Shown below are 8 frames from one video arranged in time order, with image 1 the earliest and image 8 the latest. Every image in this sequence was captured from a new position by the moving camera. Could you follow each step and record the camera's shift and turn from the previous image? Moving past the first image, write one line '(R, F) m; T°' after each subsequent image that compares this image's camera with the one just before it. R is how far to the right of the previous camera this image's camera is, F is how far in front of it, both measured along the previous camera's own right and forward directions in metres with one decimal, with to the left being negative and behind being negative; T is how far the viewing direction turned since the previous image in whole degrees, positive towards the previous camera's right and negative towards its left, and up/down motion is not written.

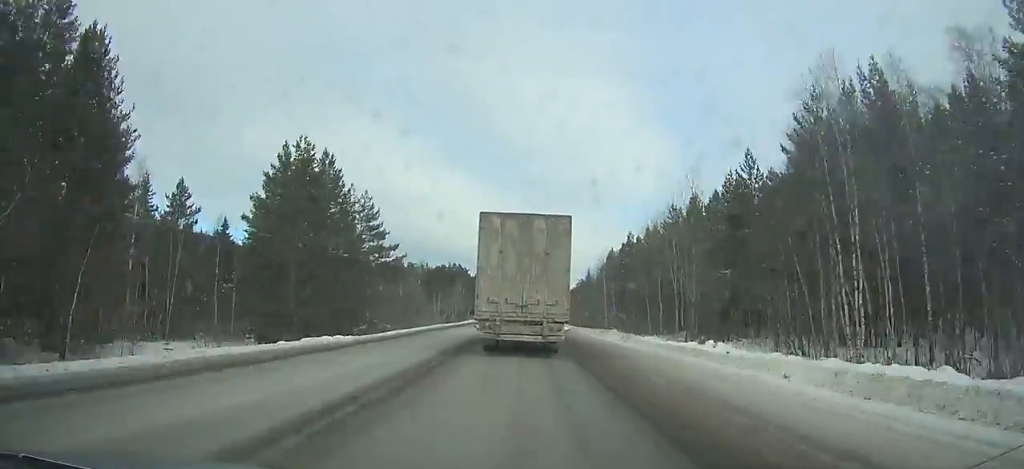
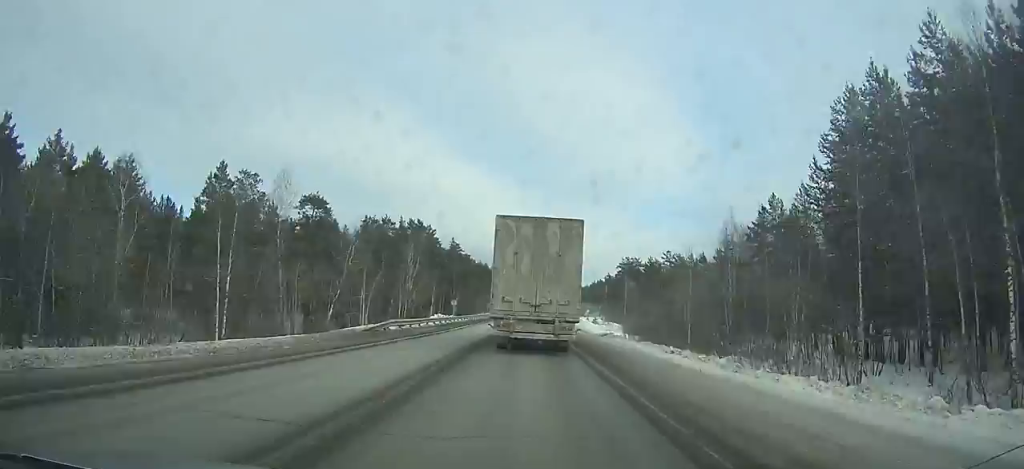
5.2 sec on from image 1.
(-0.3, +102.6) m; 0°
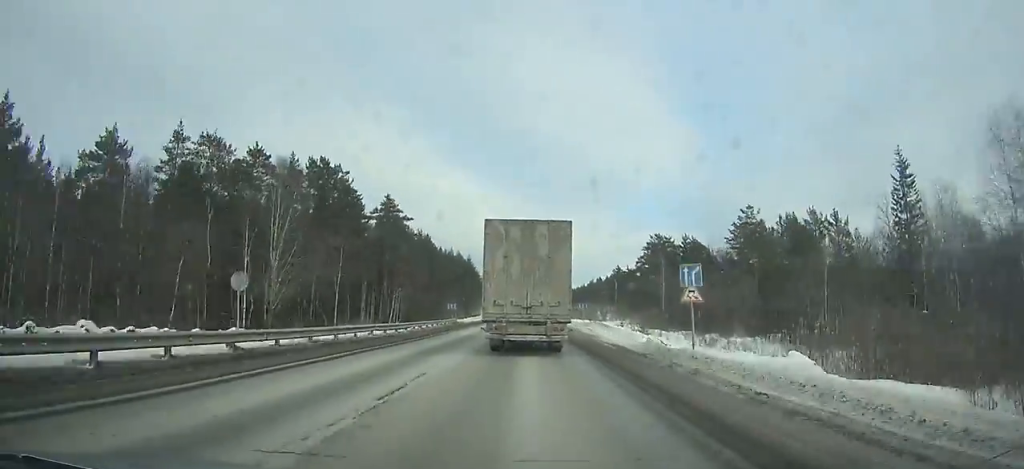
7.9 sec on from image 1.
(+0.1, +54.0) m; 0°
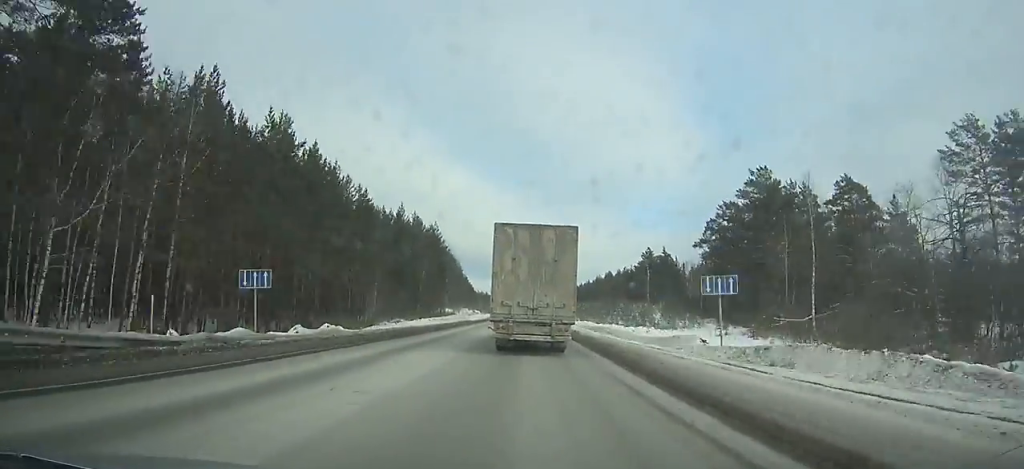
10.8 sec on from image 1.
(+0.1, +59.6) m; 0°
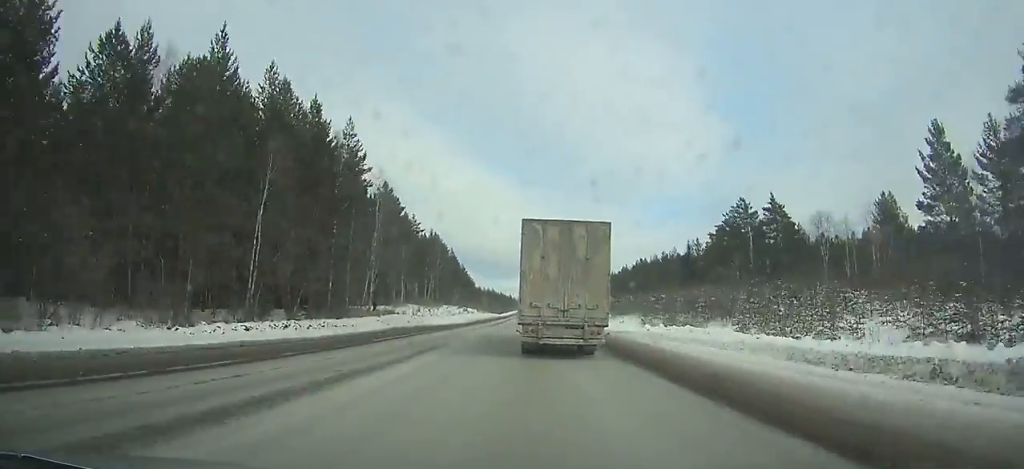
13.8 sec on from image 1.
(-0.1, +65.0) m; 0°
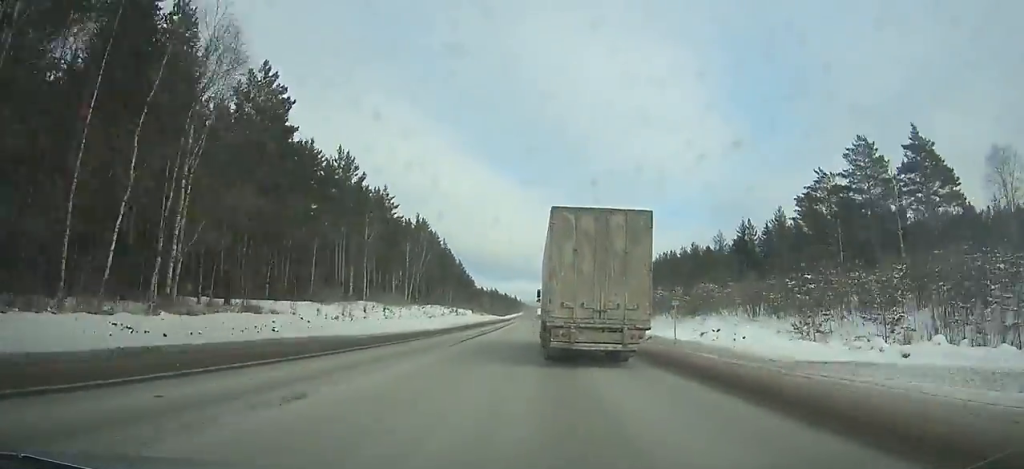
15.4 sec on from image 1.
(-0.2, +36.7) m; 0°
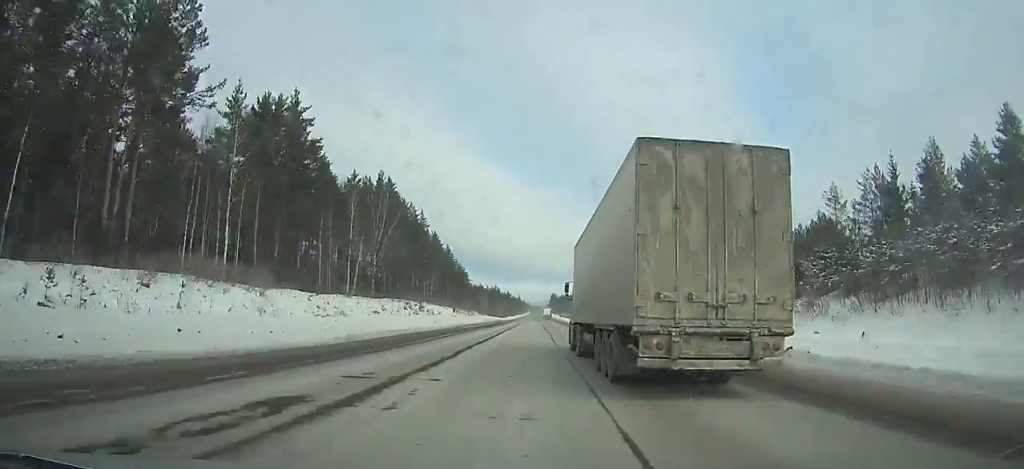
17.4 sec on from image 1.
(-0.1, +48.2) m; 0°
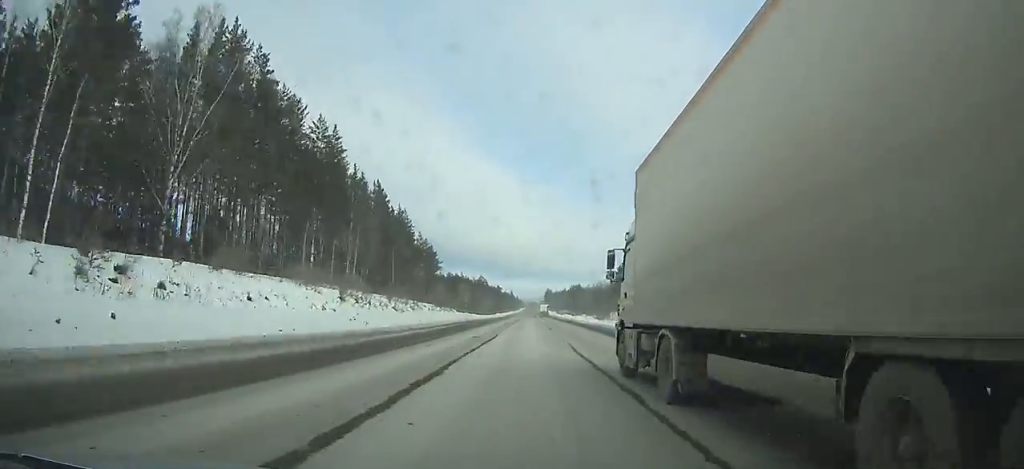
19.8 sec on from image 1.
(0.0, +60.9) m; 0°
